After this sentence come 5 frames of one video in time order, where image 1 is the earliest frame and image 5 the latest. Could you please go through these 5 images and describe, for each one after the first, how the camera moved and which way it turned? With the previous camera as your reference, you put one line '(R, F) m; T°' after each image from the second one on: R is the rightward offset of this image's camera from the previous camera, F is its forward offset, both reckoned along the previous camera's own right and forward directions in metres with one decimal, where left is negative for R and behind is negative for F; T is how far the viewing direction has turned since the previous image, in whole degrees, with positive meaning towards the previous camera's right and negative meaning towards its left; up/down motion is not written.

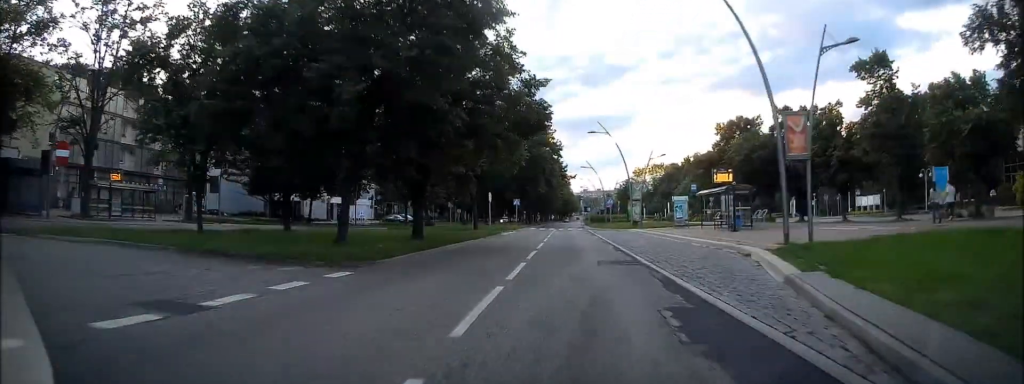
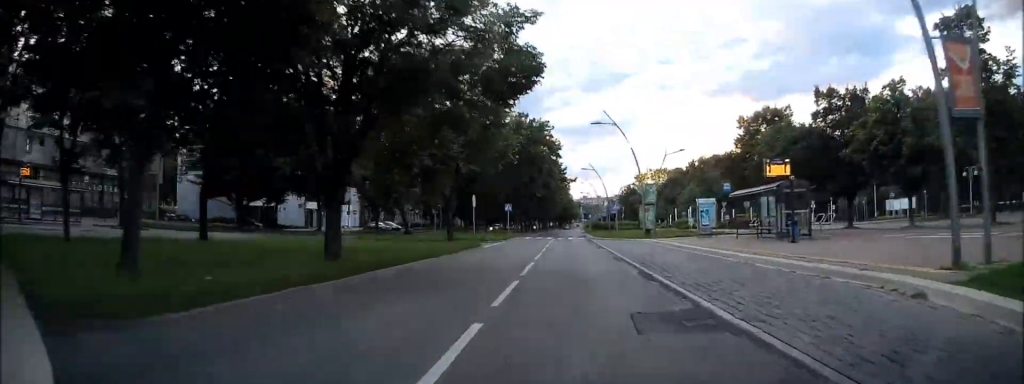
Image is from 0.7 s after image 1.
(0.0, +8.5) m; 0°
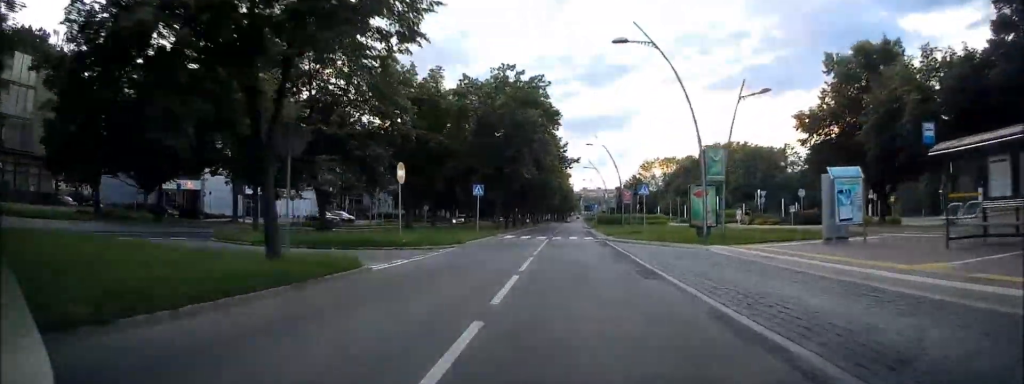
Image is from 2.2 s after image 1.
(0.0, +18.7) m; -1°
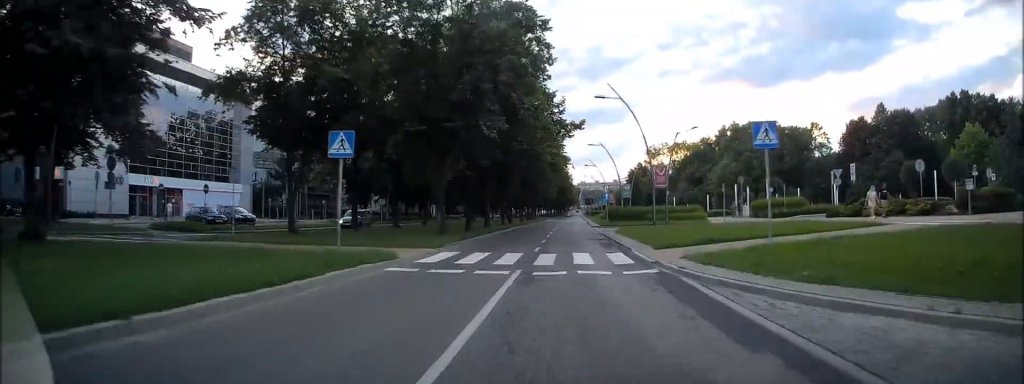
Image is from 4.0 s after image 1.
(0.0, +21.8) m; 0°
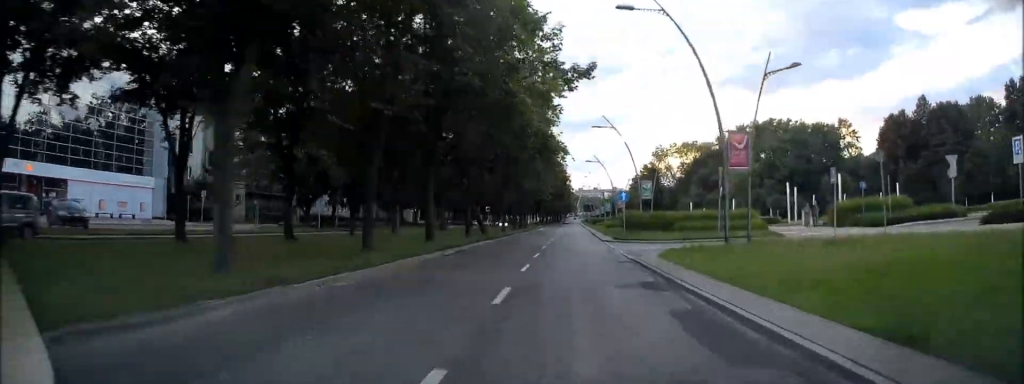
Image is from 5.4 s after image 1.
(-0.1, +17.9) m; 0°
